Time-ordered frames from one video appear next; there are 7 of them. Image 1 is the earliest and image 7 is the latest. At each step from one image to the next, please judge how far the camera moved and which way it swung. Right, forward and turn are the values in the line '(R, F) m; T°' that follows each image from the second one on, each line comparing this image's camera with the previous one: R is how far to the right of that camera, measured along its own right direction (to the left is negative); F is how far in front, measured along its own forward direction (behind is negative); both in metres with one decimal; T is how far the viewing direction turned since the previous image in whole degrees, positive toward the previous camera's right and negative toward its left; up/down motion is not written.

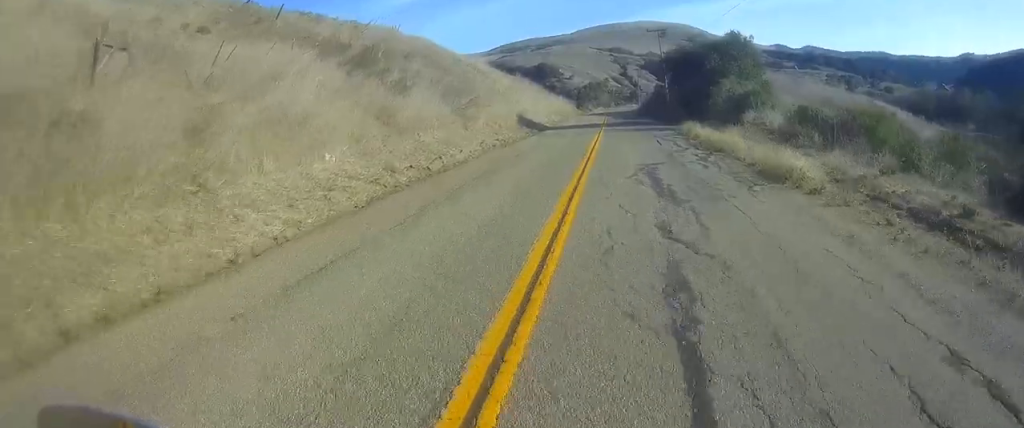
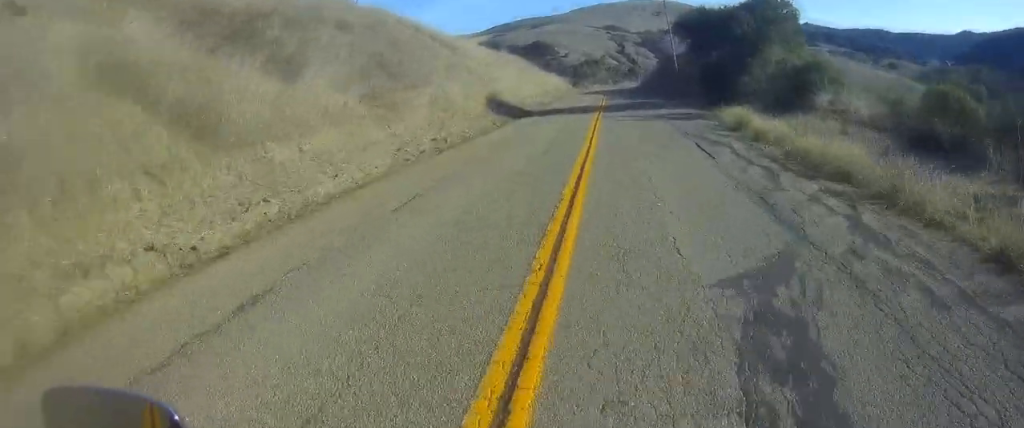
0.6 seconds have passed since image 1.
(+0.2, +12.0) m; +1°
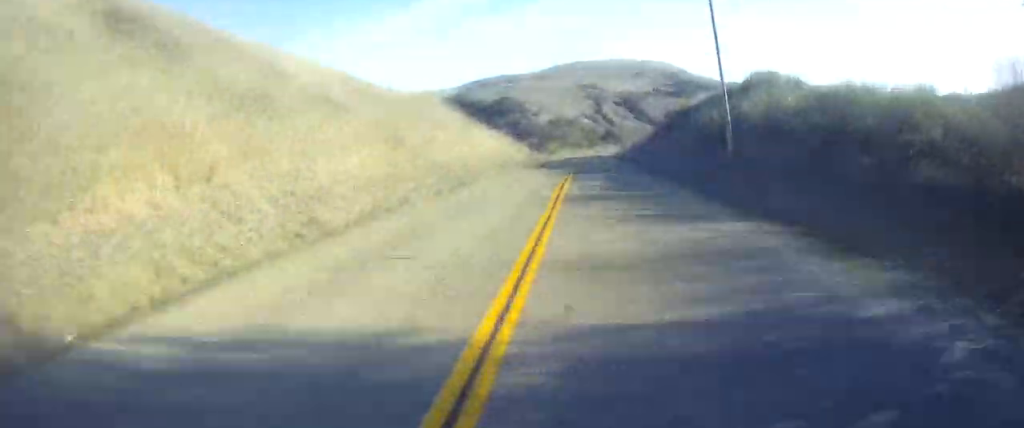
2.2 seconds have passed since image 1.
(-0.1, +35.8) m; -1°
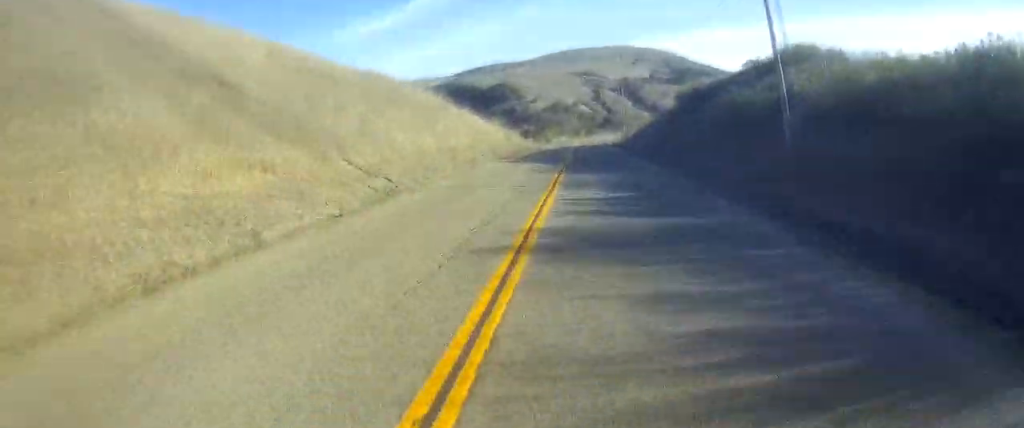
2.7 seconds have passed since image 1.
(-0.1, +9.1) m; 0°
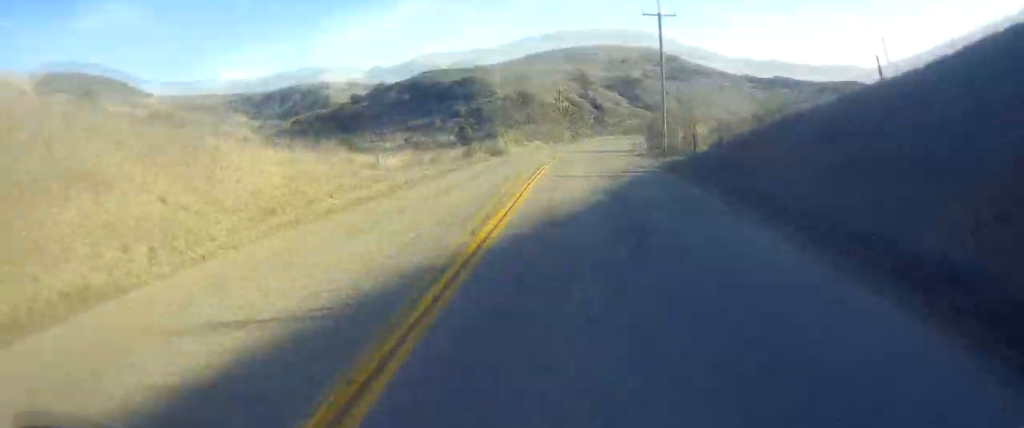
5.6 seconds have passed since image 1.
(+0.7, +65.1) m; +2°
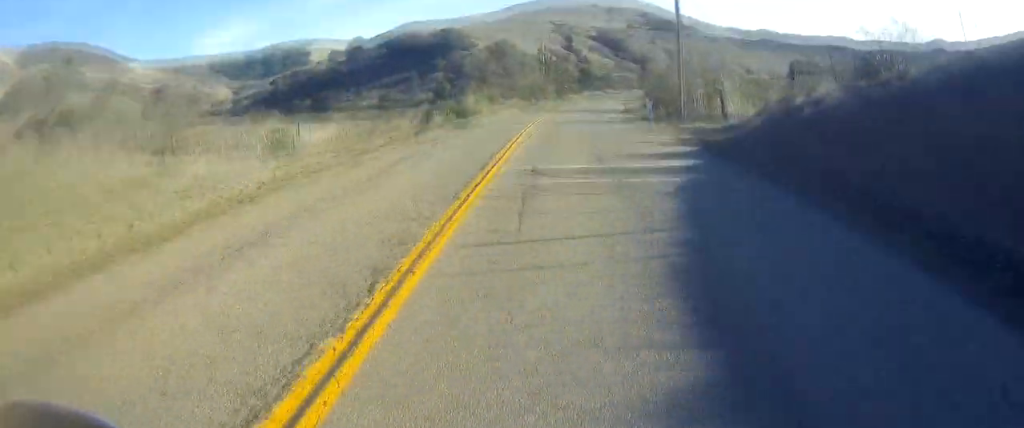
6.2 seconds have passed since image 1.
(0.0, +12.4) m; +1°
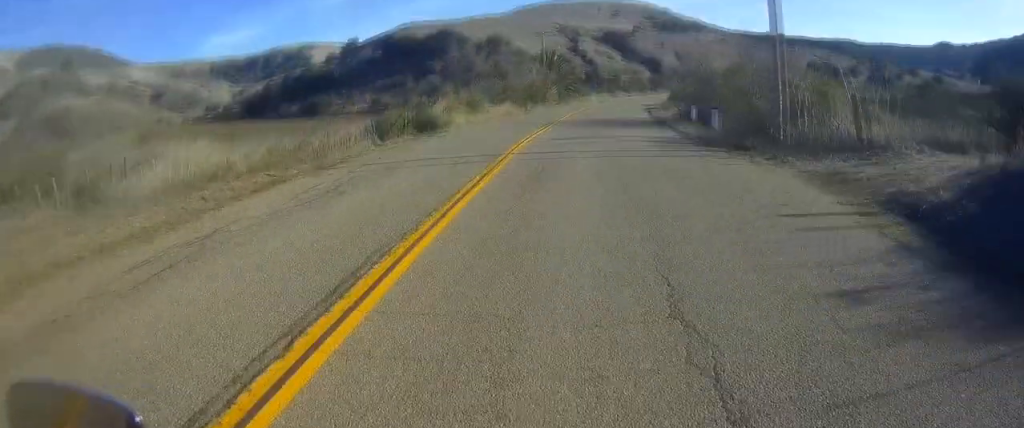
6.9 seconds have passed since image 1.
(+0.2, +16.1) m; +1°
